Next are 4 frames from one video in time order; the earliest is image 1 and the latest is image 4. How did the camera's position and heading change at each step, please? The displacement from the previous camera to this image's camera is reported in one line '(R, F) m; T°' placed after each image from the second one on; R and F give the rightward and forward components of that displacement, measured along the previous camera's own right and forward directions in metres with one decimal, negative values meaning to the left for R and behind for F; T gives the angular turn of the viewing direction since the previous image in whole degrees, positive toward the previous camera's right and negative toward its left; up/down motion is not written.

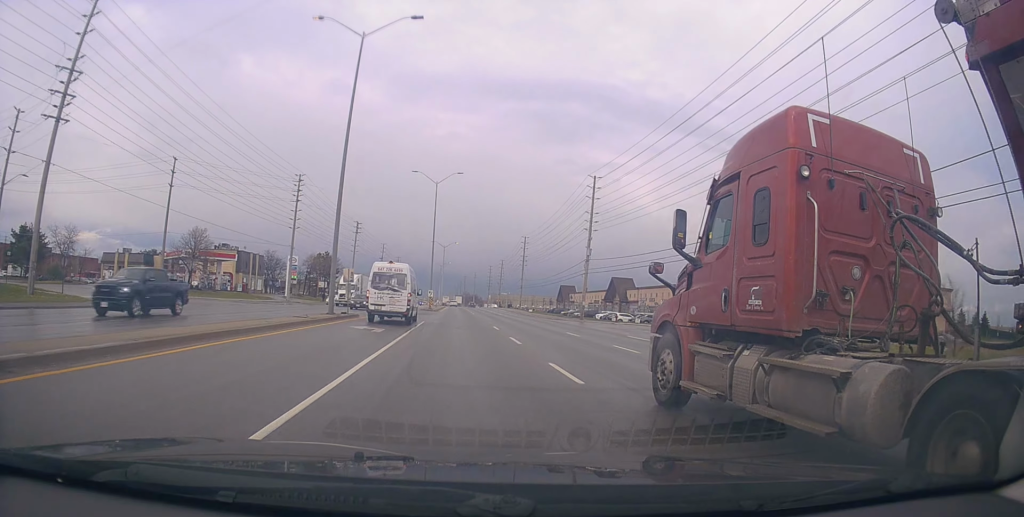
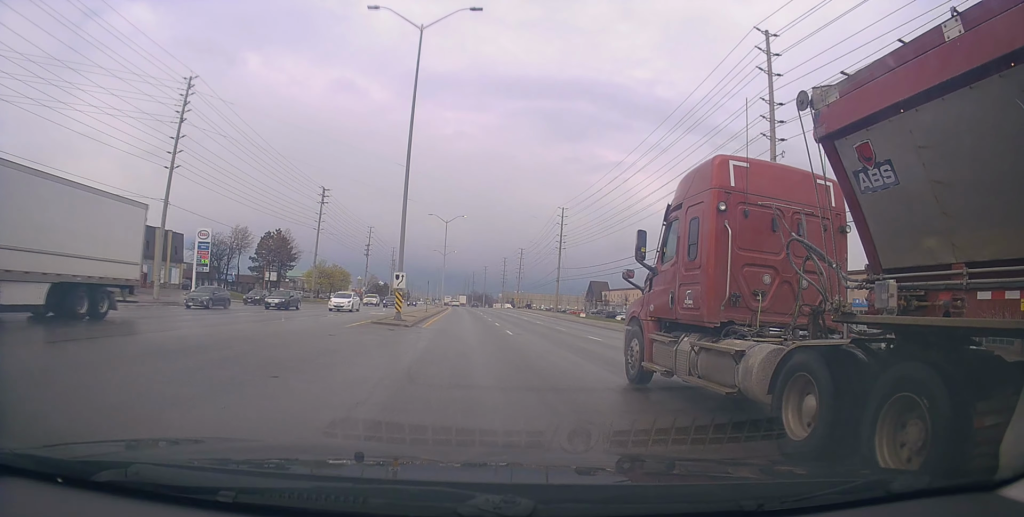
(+1.2, +40.0) m; +2°
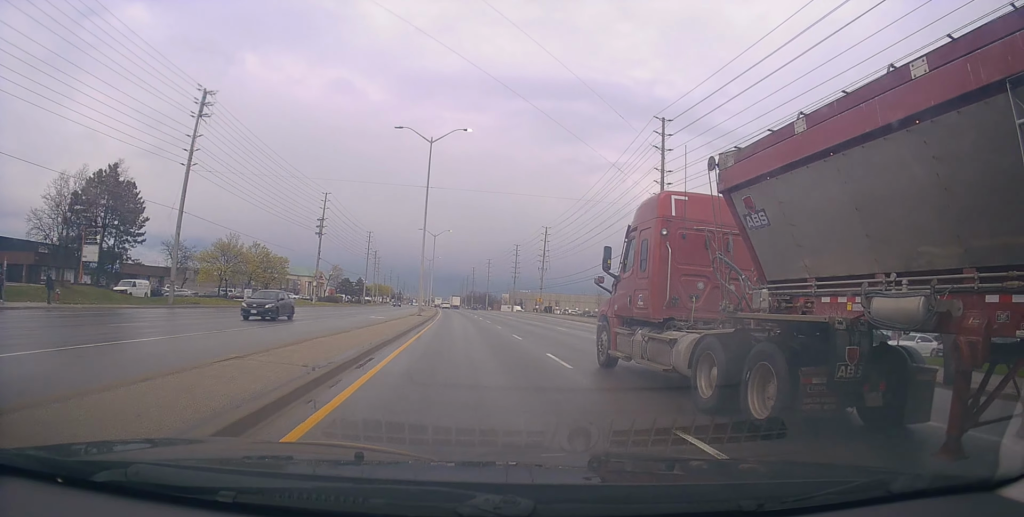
(-0.6, +46.1) m; 0°
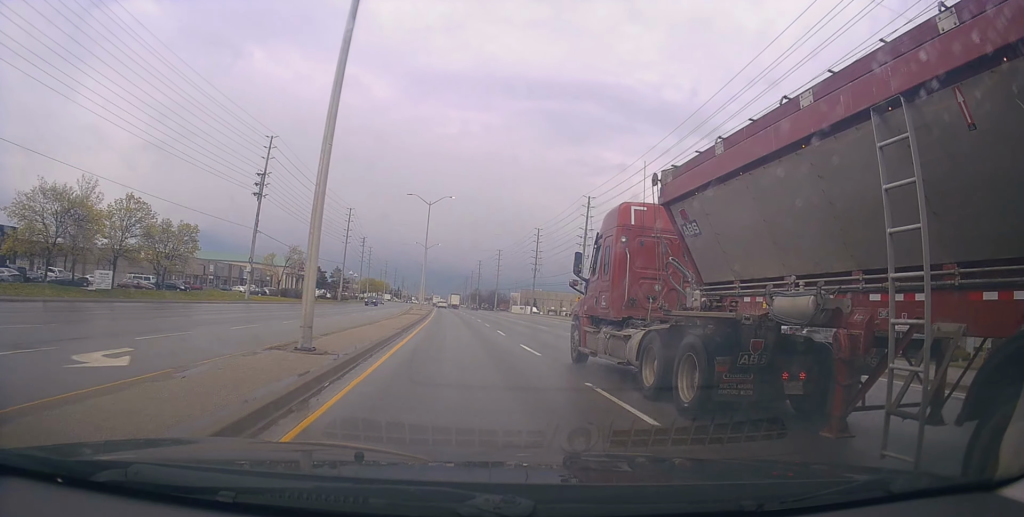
(-0.5, +31.9) m; -1°
